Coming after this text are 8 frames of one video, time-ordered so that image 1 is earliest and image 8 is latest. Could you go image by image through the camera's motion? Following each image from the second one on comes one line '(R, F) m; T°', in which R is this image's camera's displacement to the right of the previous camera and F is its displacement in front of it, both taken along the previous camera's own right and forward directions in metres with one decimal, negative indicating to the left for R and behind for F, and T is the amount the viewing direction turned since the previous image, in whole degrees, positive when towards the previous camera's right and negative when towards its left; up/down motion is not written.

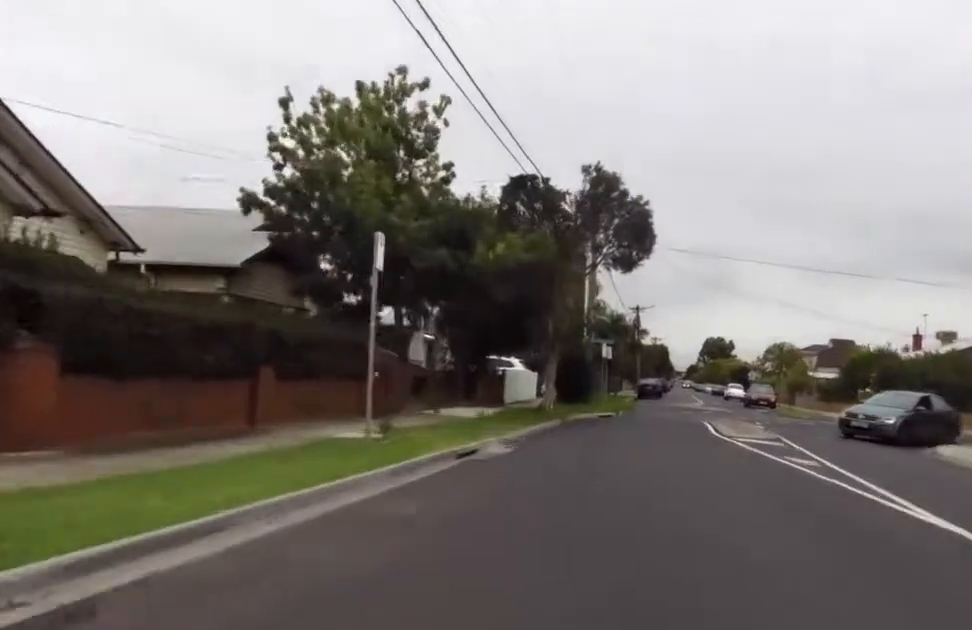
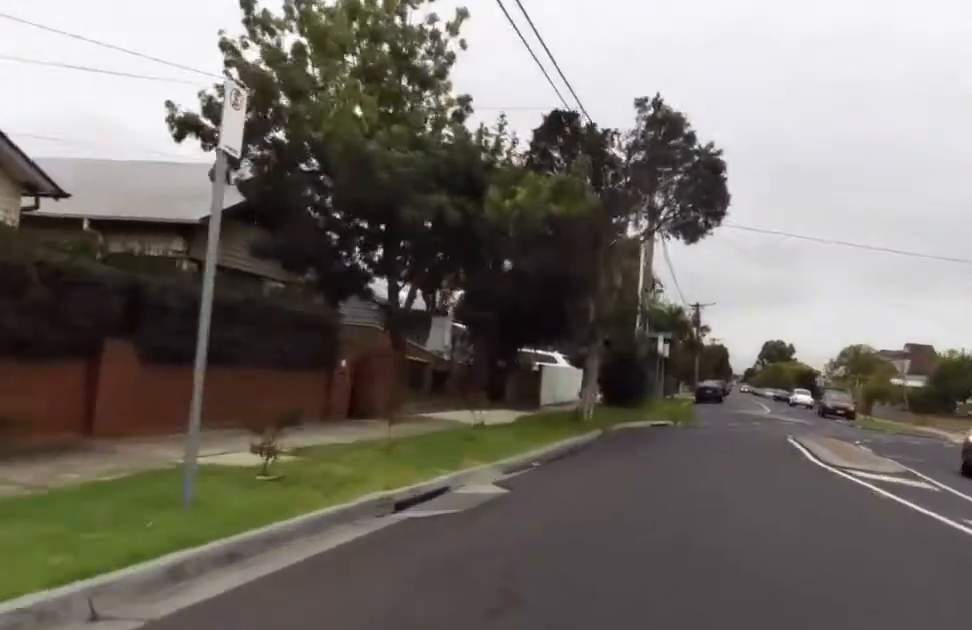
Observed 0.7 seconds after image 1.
(+0.1, +4.8) m; +5°
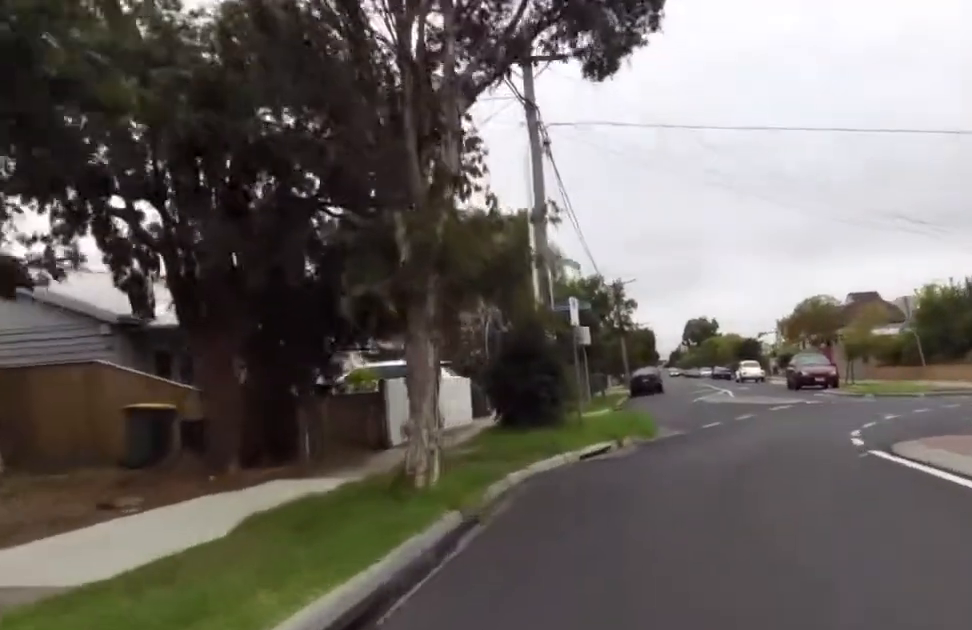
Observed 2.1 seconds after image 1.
(+0.3, +8.9) m; +1°
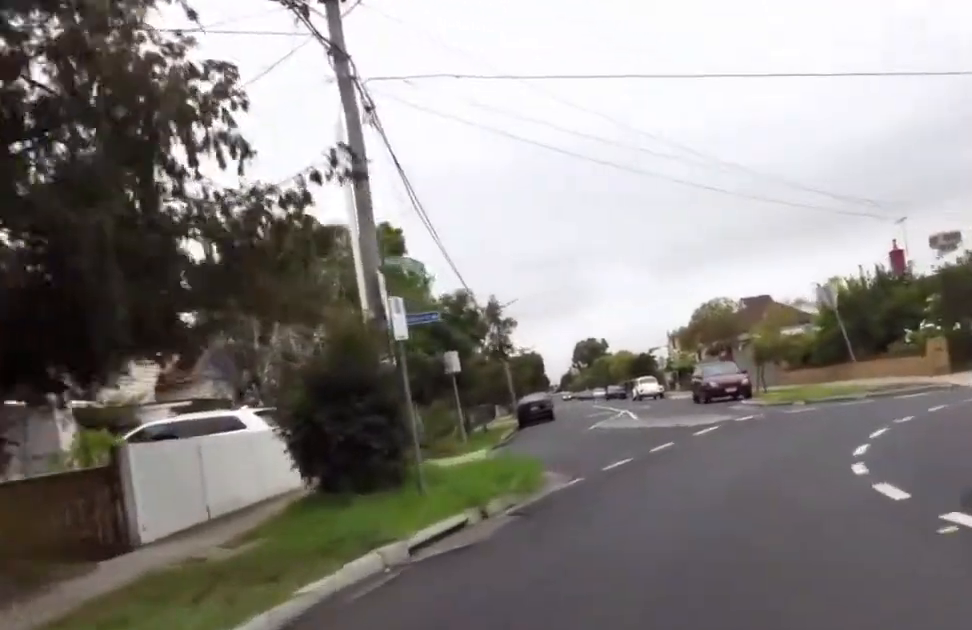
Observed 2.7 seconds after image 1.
(-0.4, +3.9) m; +5°
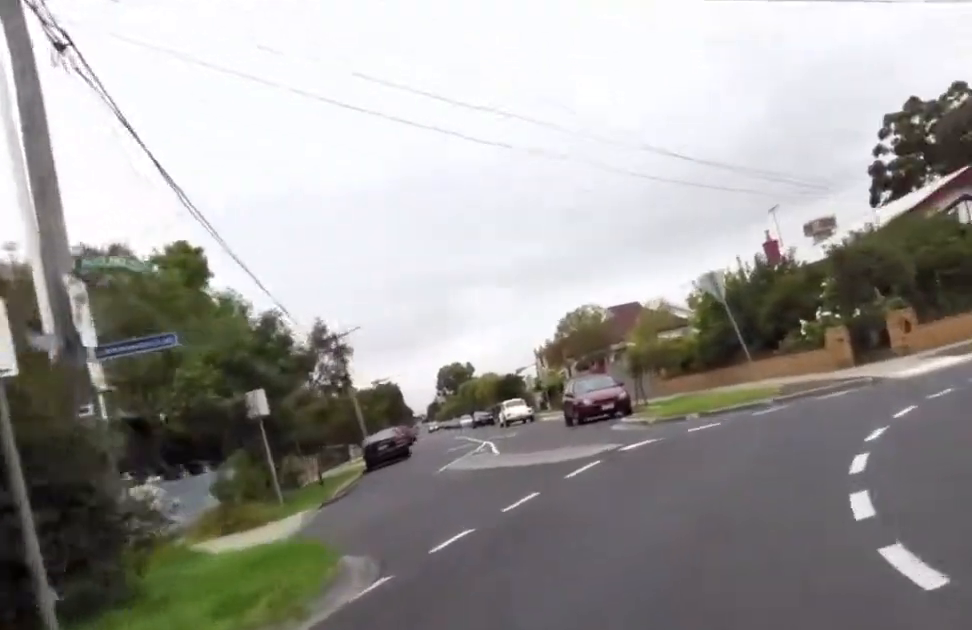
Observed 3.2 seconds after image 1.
(+0.5, +3.1) m; +16°
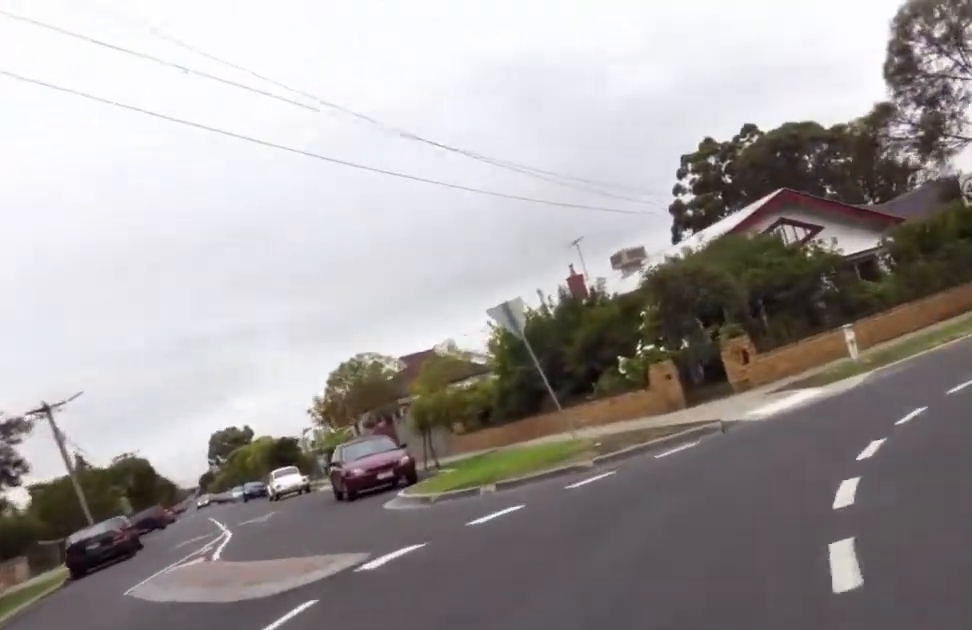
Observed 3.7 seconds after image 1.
(+0.3, +3.2) m; +17°
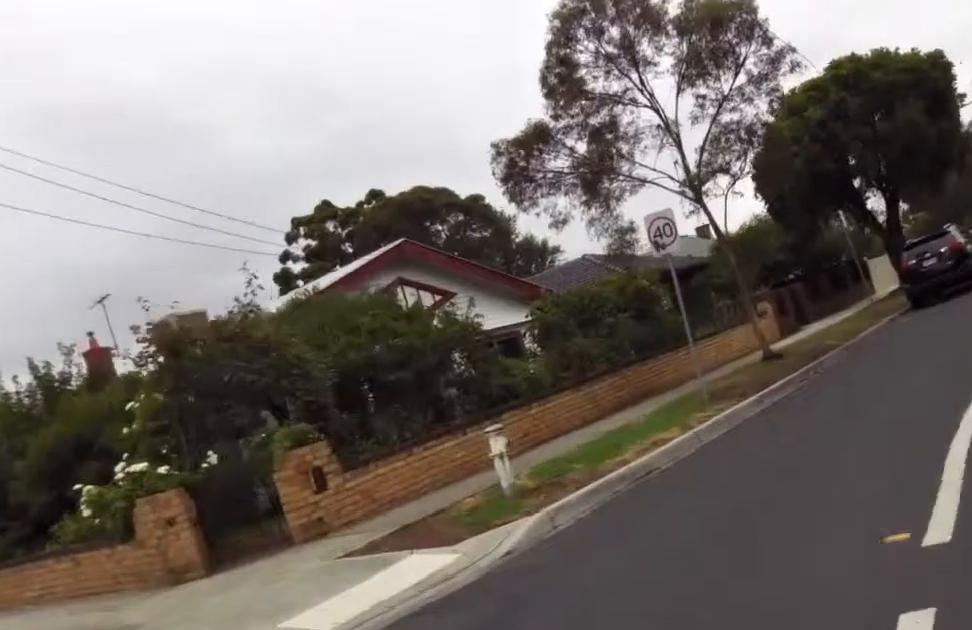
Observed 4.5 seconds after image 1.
(+1.3, +5.1) m; +25°
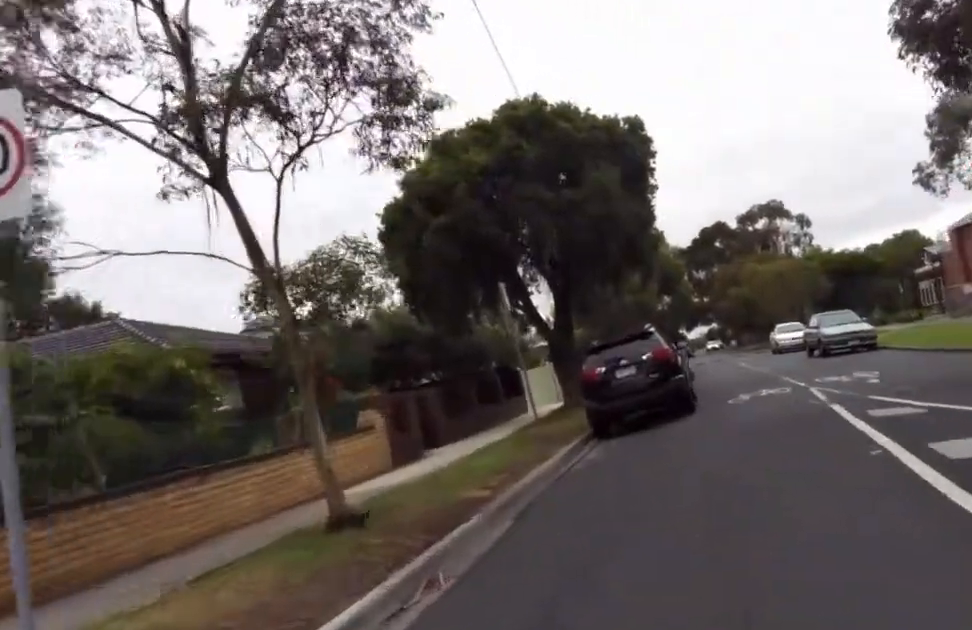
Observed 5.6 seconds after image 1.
(+1.3, +6.8) m; +13°
